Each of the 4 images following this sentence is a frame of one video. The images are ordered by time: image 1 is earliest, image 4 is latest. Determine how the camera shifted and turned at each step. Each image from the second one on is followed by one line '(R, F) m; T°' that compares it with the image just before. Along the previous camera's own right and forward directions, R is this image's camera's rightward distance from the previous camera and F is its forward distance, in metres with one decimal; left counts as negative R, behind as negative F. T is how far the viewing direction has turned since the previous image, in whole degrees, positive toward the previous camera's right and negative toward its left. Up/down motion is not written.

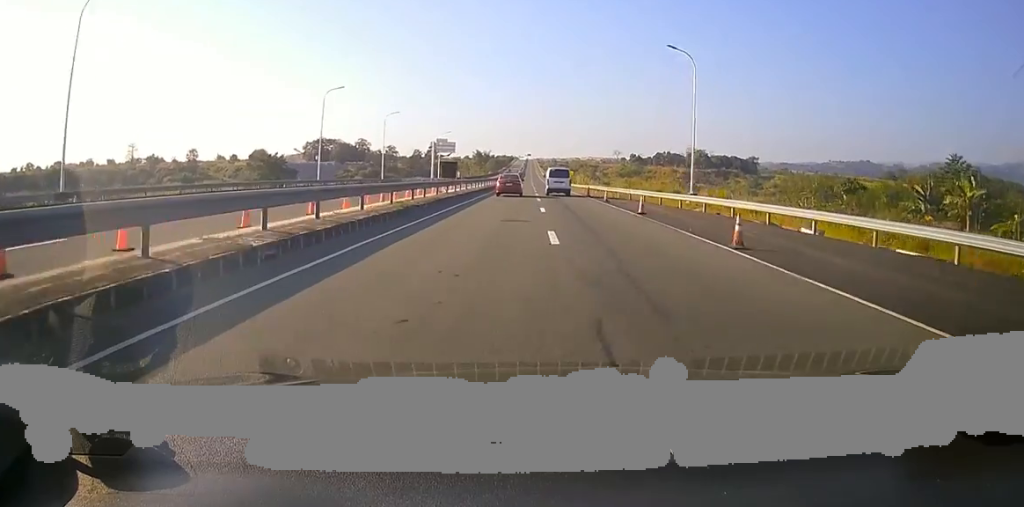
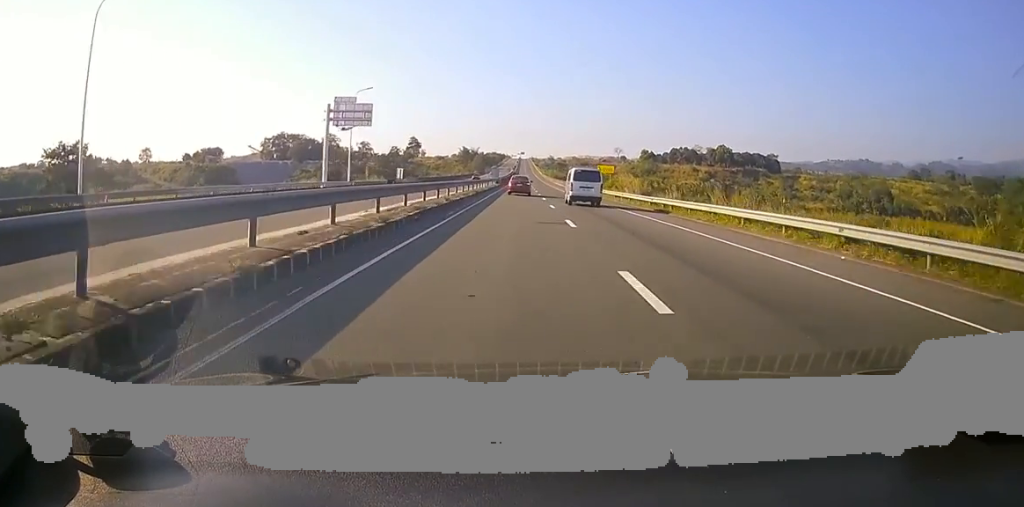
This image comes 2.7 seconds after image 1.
(+0.2, +66.8) m; 0°
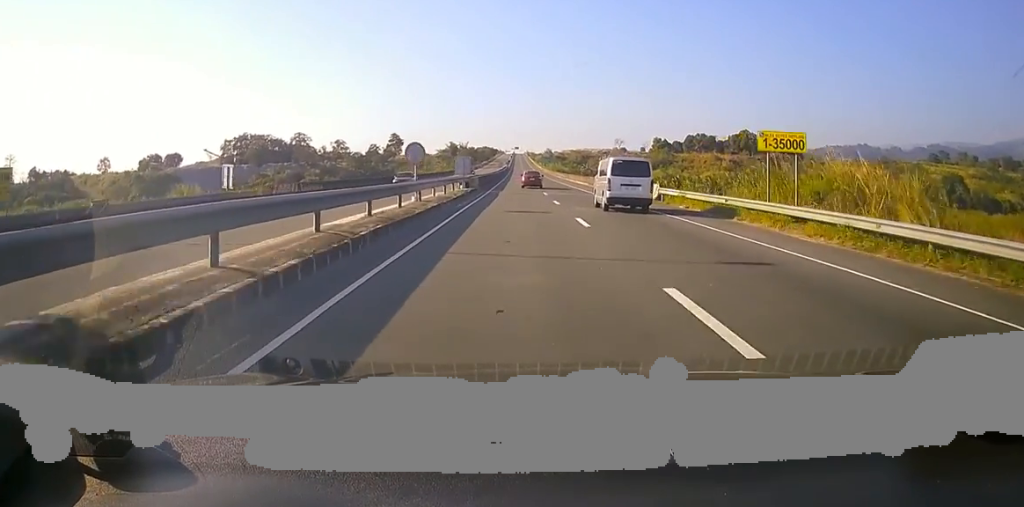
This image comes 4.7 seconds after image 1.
(0.0, +51.1) m; 0°
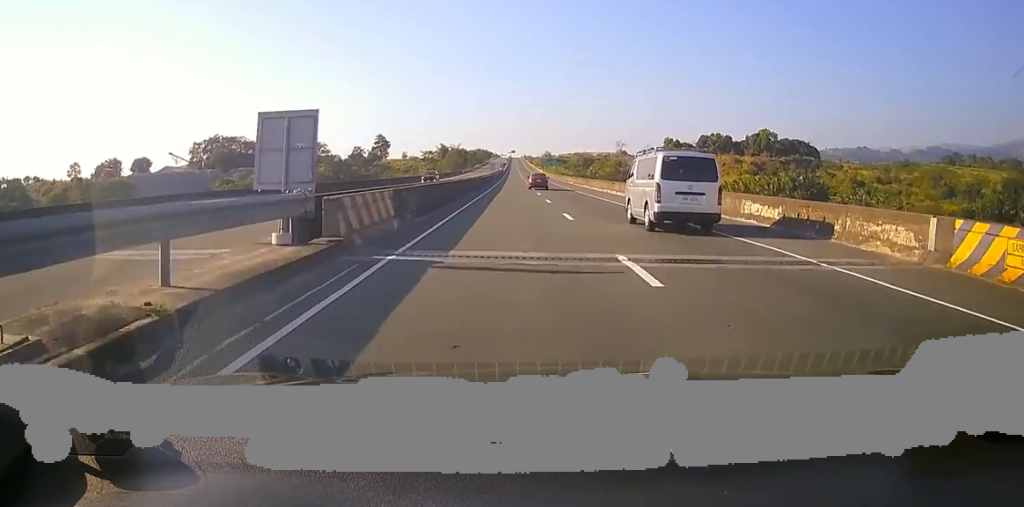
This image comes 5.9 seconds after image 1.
(0.0, +33.0) m; 0°
